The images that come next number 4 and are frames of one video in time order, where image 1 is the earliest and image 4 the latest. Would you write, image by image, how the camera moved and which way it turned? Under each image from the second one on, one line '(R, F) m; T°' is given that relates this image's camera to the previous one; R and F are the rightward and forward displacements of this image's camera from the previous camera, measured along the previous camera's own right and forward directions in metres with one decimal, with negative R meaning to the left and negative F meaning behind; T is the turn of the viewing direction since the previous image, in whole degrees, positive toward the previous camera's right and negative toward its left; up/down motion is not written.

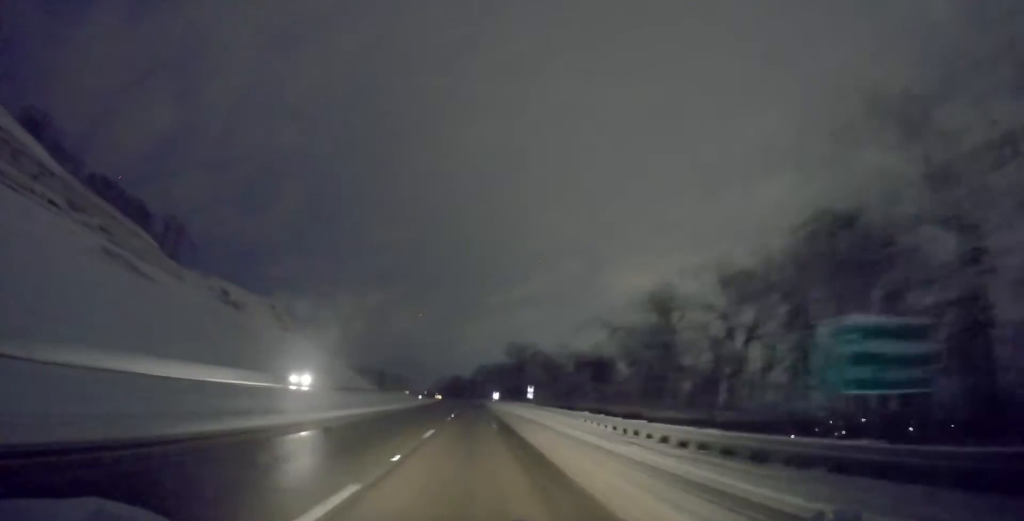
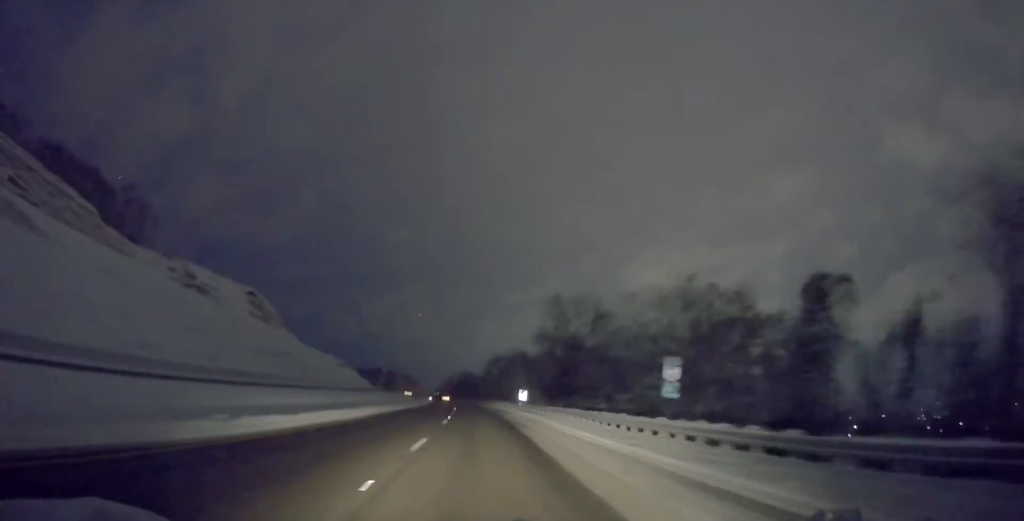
(-0.3, +52.7) m; 0°
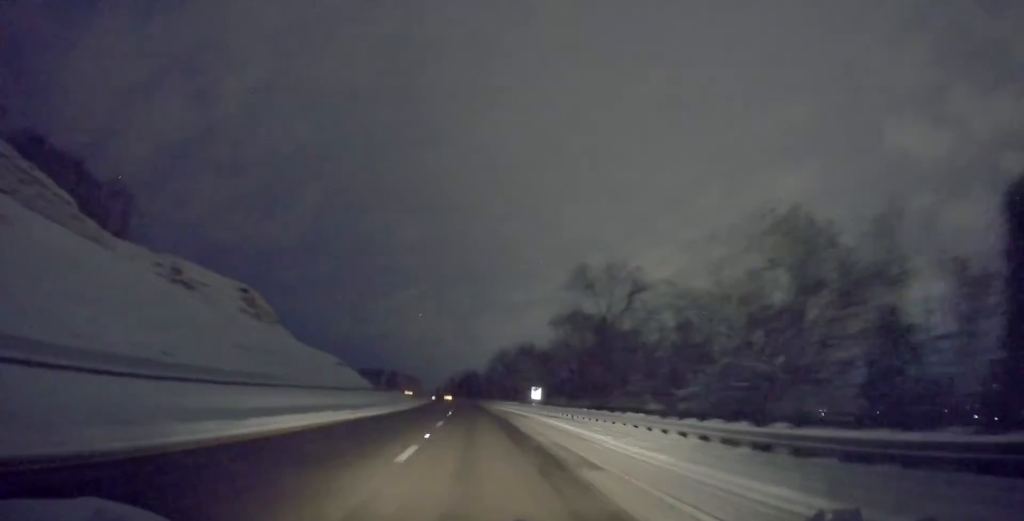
(0.0, +14.7) m; 0°
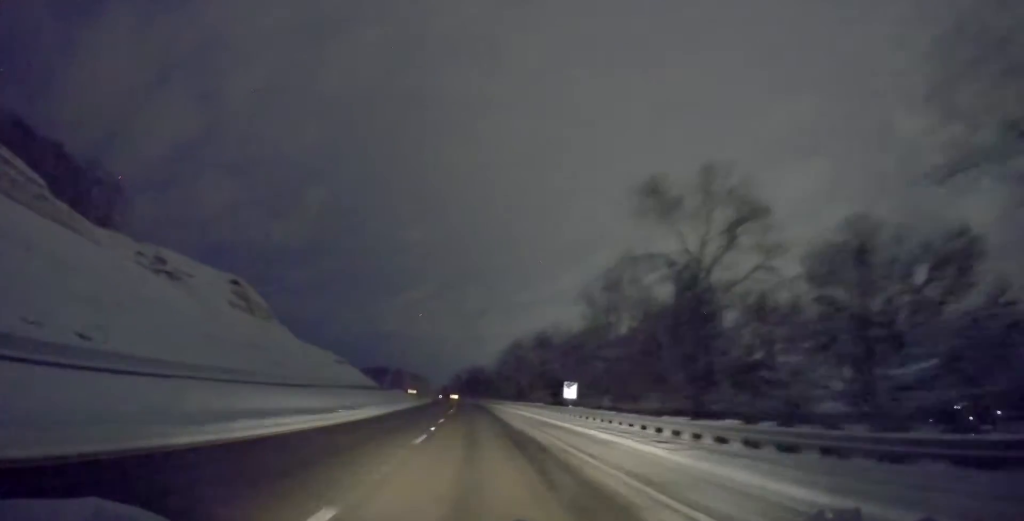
(-0.1, +21.1) m; -1°
